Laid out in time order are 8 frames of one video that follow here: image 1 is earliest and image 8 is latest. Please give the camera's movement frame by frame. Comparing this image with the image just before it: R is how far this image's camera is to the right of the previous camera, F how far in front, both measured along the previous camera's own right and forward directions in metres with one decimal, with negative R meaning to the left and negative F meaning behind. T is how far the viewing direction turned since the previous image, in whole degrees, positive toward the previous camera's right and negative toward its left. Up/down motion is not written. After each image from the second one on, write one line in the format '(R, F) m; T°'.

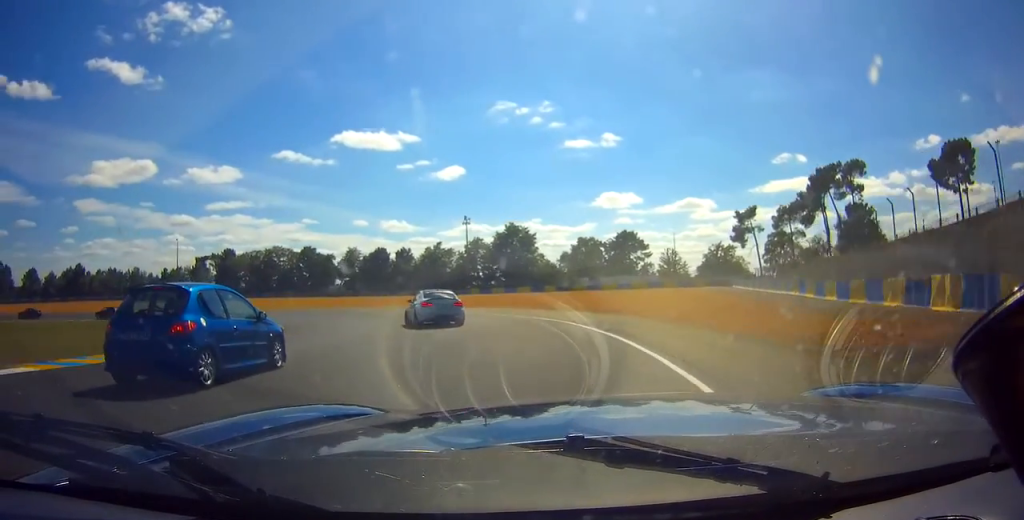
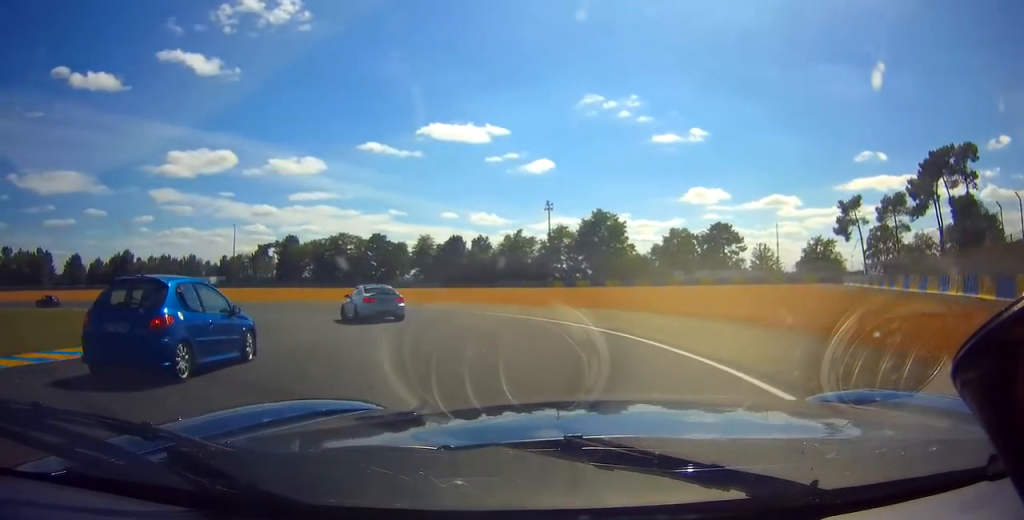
(-0.5, +11.6) m; -11°
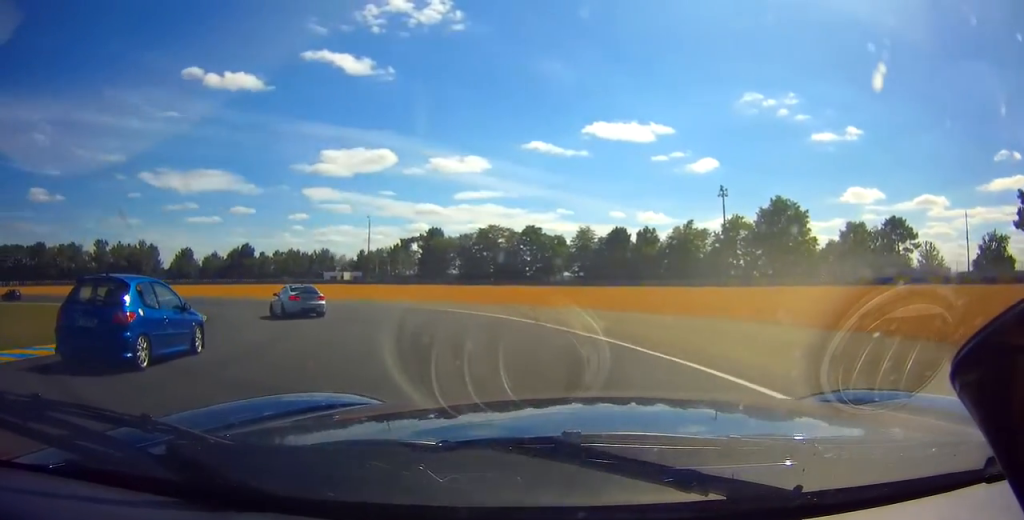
(-2.6, +14.7) m; -18°
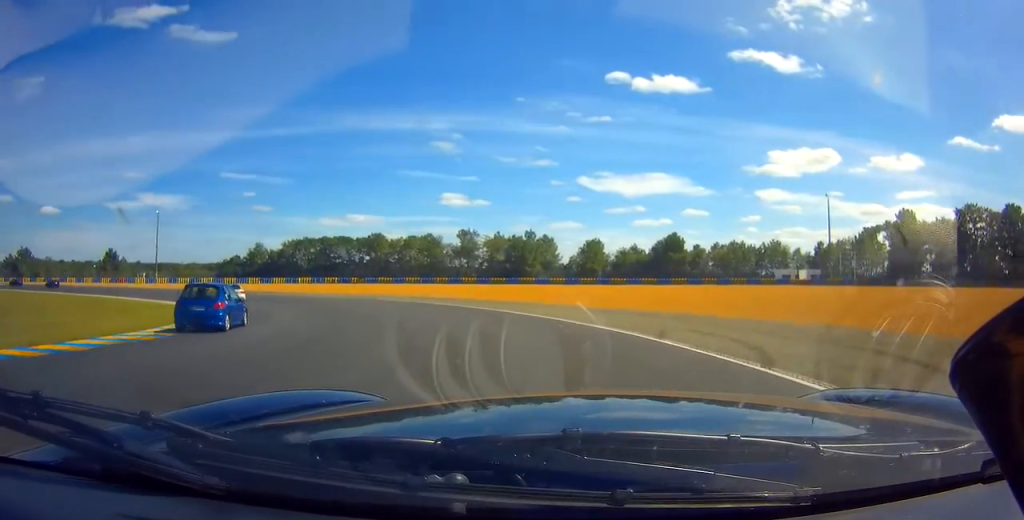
(-12.3, +31.9) m; -42°
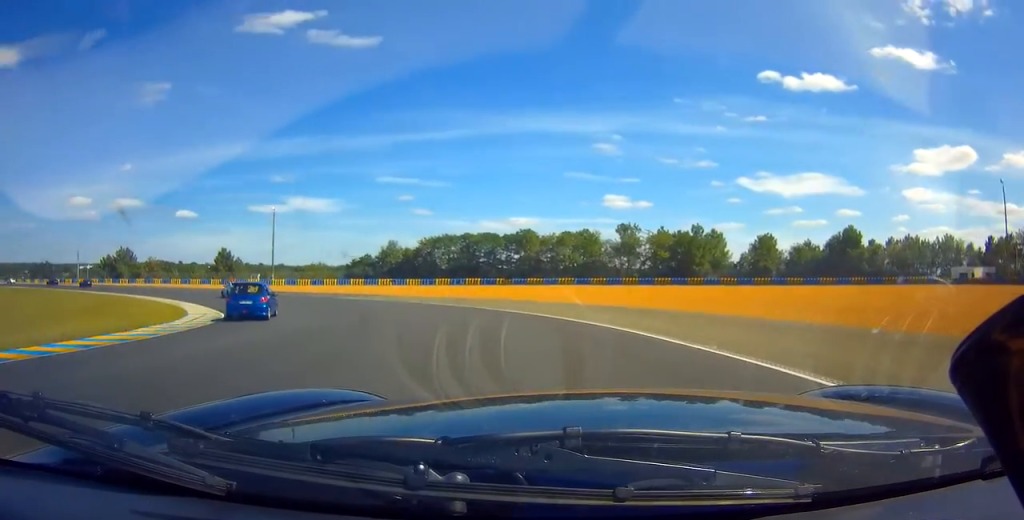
(-2.4, +13.9) m; -16°
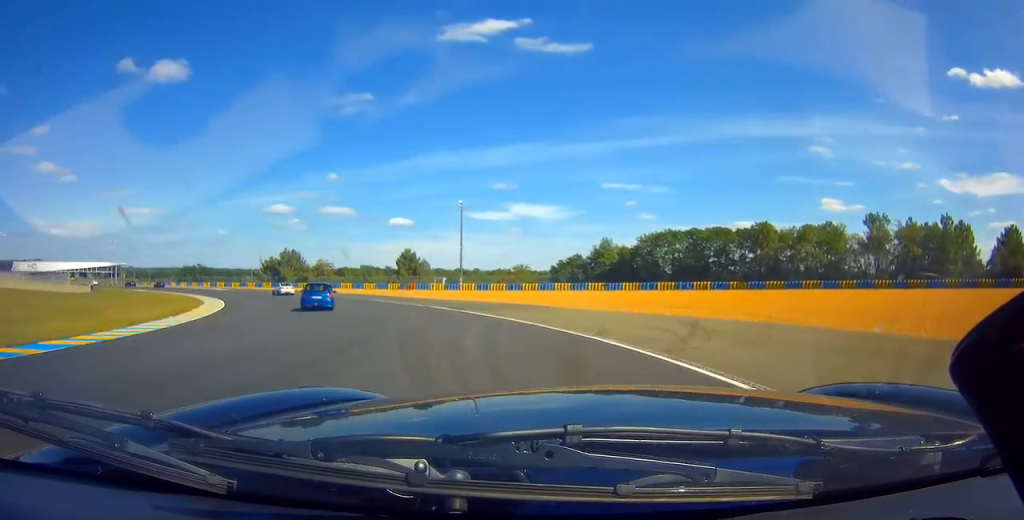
(-3.7, +20.0) m; -20°
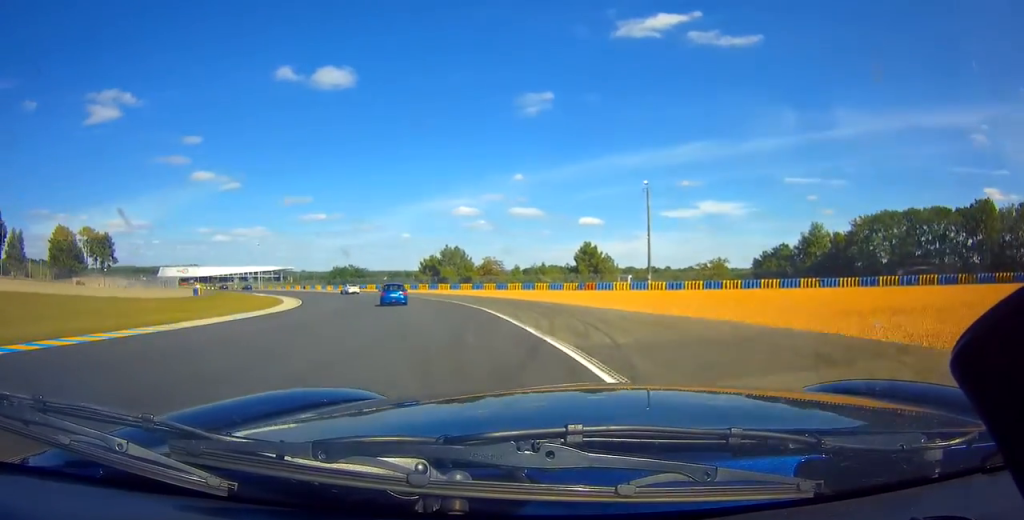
(-2.6, +18.6) m; -14°
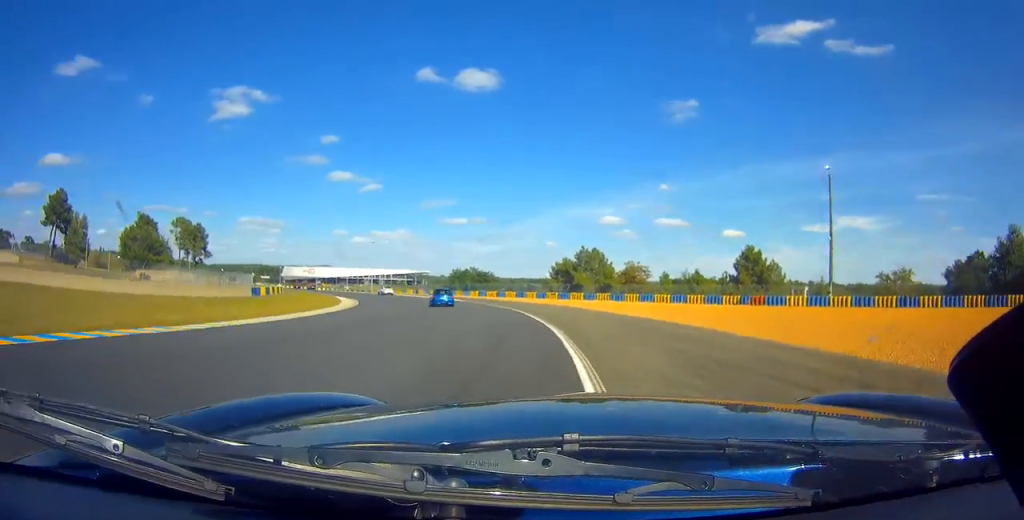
(-2.3, +21.0) m; -11°
